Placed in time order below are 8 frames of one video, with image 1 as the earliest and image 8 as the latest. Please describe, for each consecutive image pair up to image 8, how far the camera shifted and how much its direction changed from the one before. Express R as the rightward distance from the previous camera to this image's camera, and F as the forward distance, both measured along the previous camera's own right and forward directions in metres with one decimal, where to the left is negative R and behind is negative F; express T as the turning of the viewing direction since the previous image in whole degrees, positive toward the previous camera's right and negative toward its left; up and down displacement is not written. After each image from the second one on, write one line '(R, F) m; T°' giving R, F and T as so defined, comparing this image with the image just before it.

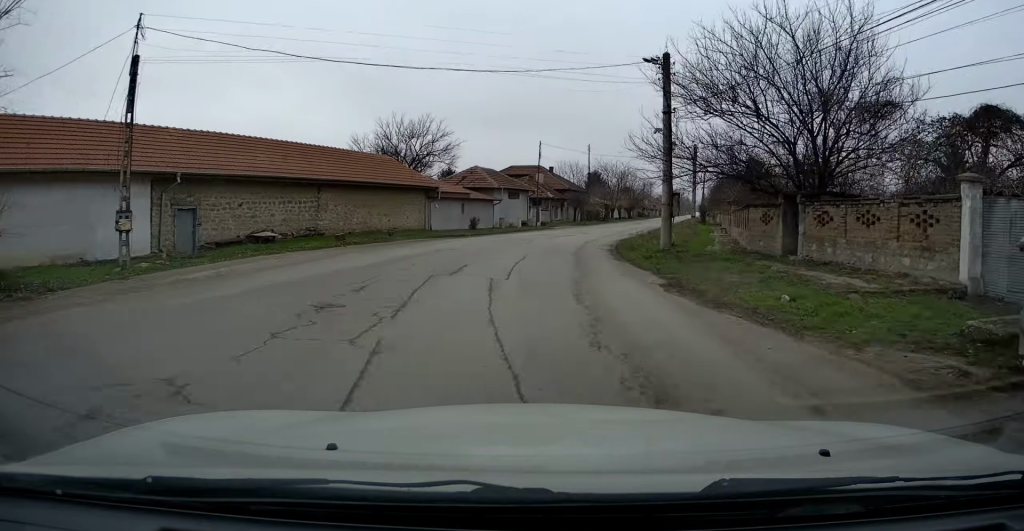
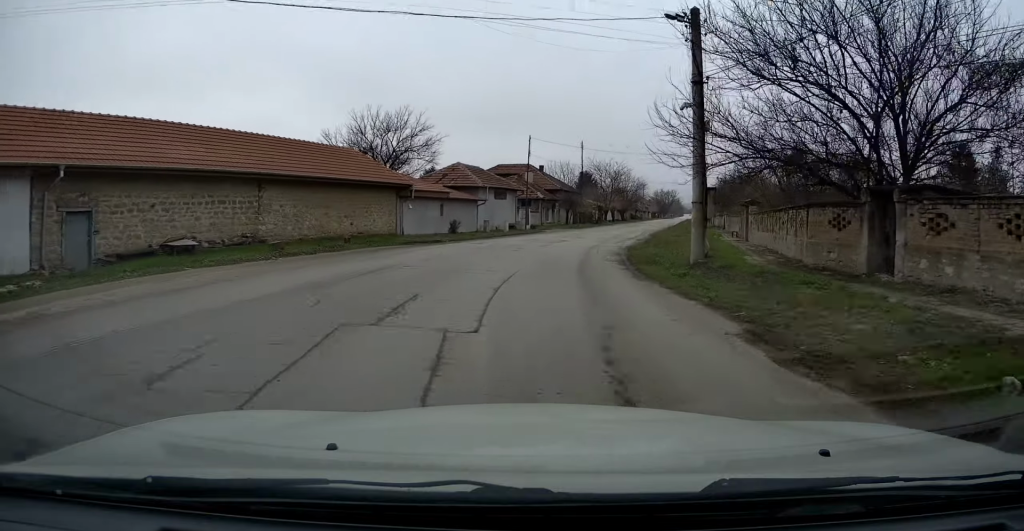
(+0.2, +5.0) m; +2°
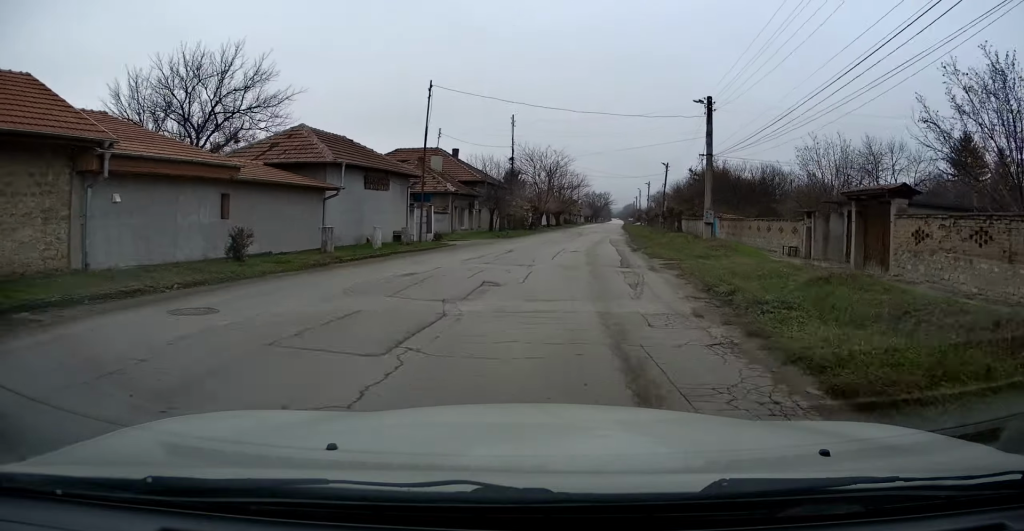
(+1.1, +19.1) m; +8°
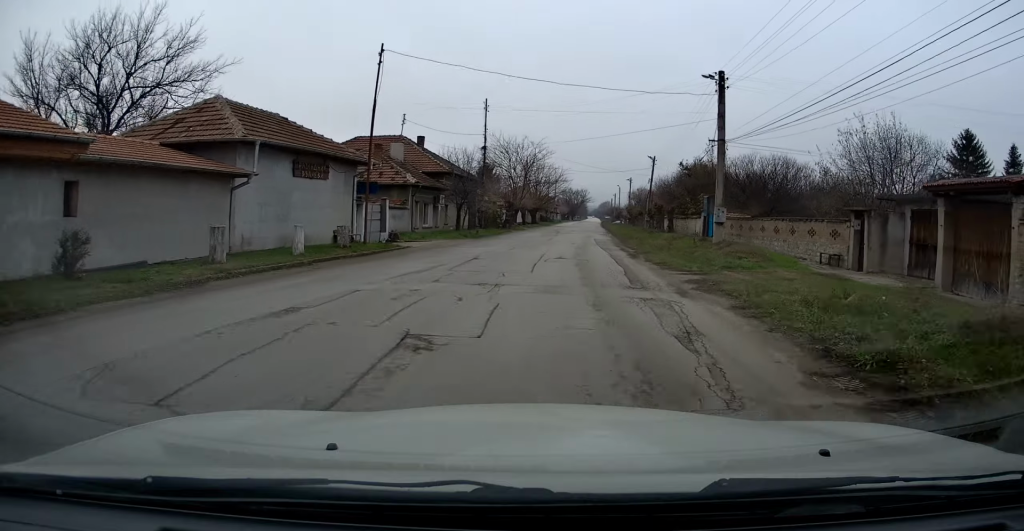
(+0.2, +5.4) m; +2°
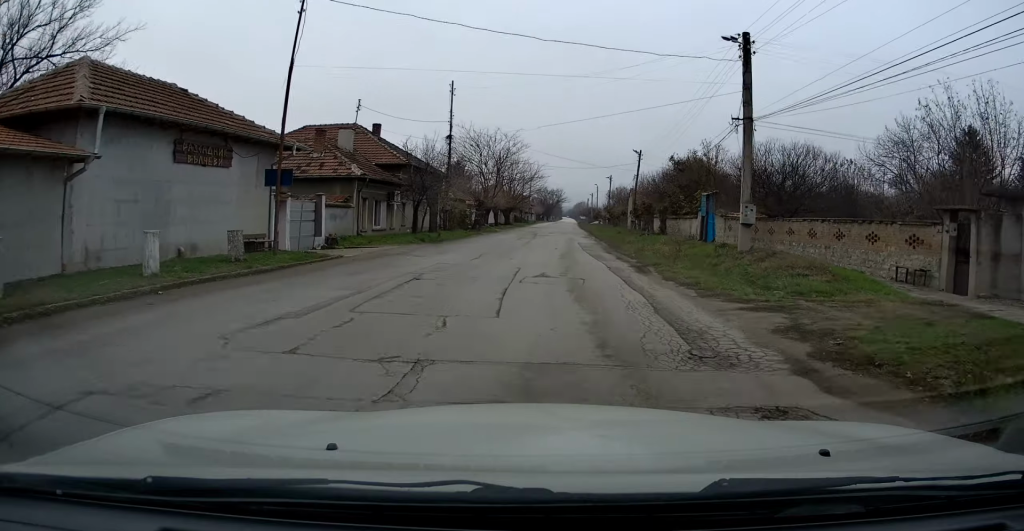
(+0.1, +5.7) m; +2°
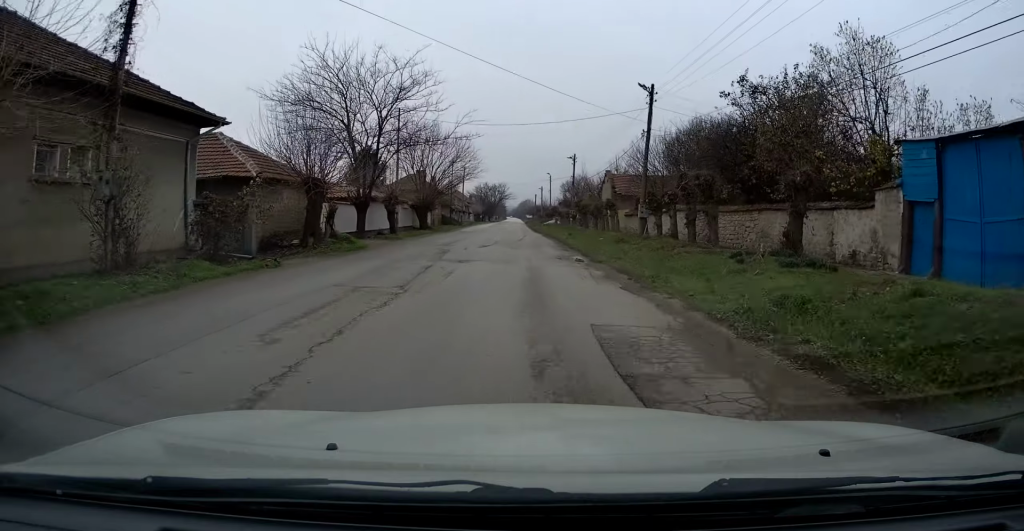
(+1.4, +26.4) m; +4°
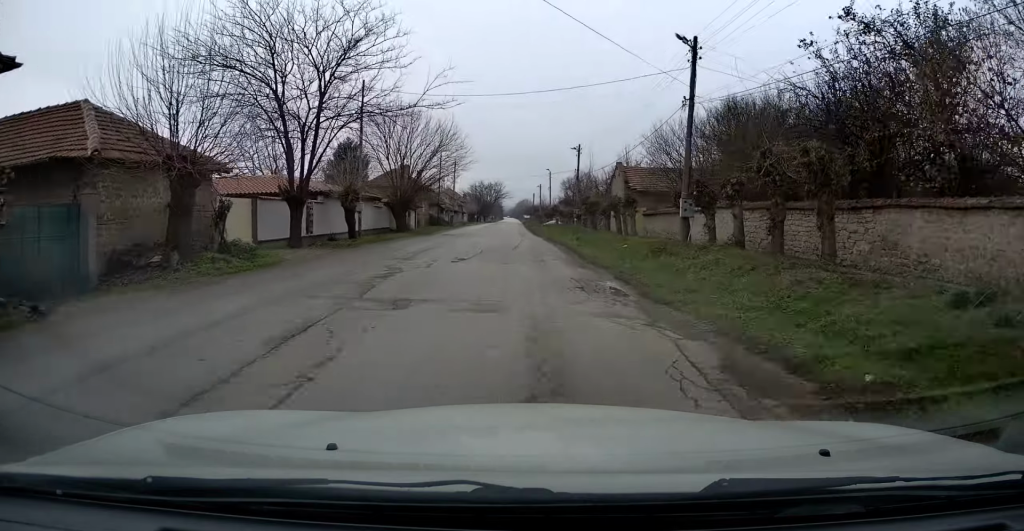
(+0.2, +8.0) m; 0°
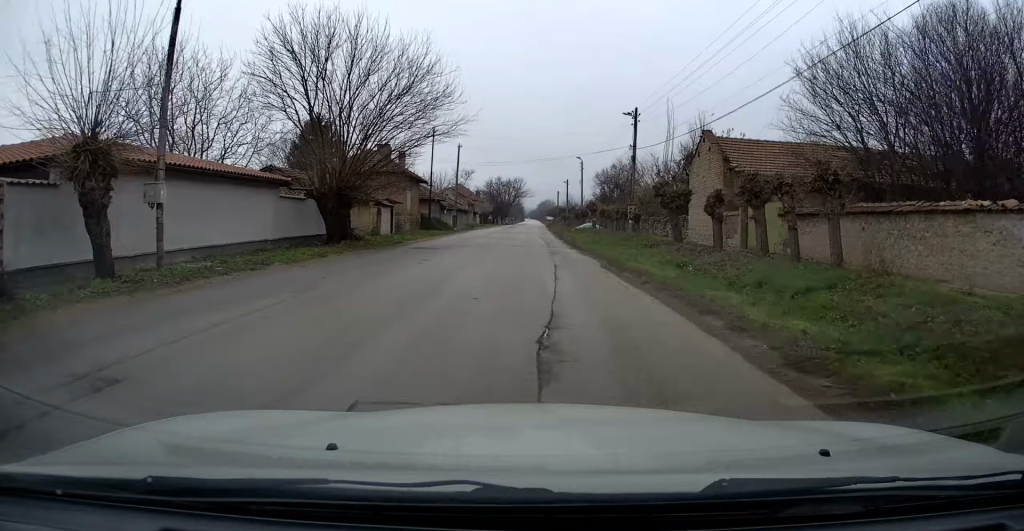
(-0.6, +18.5) m; -2°
